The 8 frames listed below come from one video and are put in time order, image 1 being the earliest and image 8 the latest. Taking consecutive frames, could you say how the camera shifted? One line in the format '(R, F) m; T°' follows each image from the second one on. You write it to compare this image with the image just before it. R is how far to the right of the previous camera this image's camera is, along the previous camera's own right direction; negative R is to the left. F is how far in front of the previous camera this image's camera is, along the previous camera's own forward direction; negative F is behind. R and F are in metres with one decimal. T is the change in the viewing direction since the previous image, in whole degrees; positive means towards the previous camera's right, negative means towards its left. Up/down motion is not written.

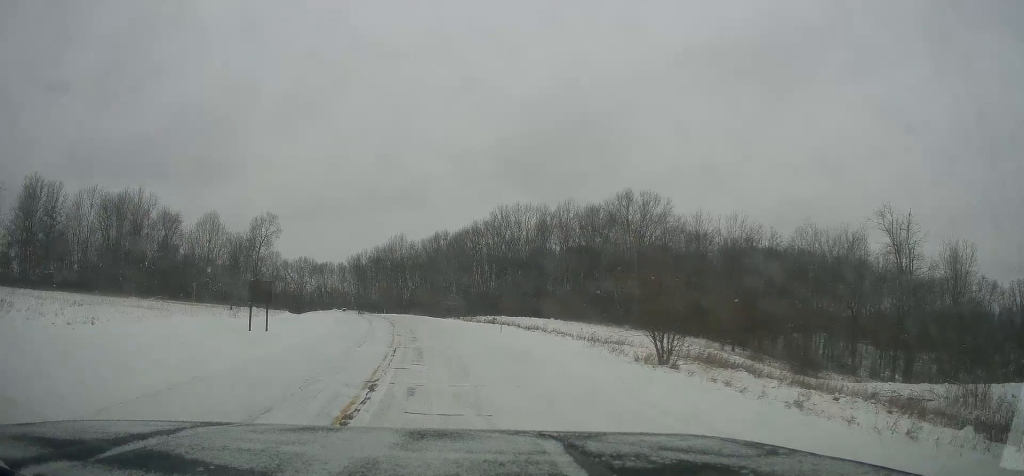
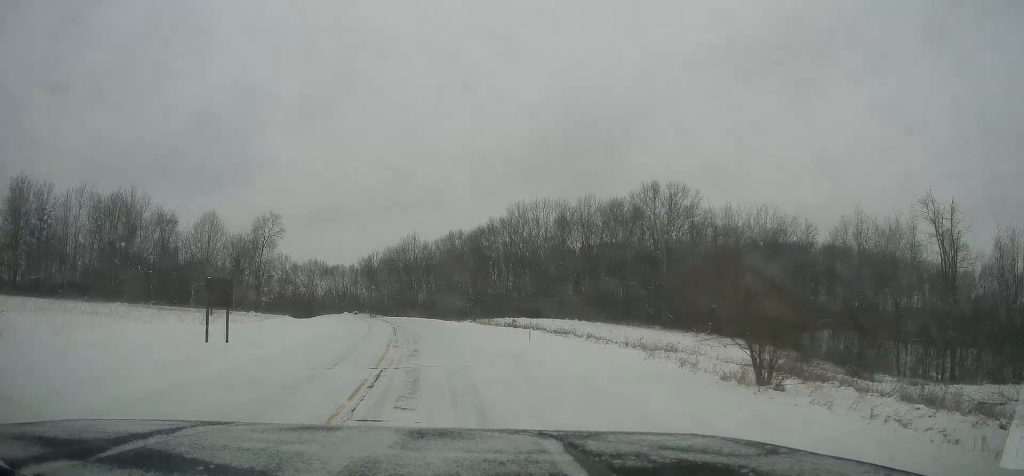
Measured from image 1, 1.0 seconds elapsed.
(+0.2, +6.1) m; +1°
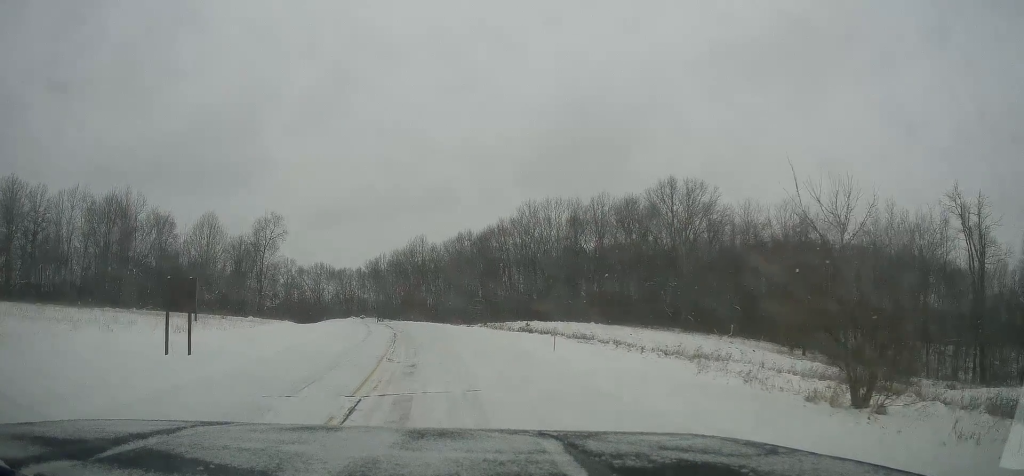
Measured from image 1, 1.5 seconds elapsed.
(+0.1, +3.7) m; -2°
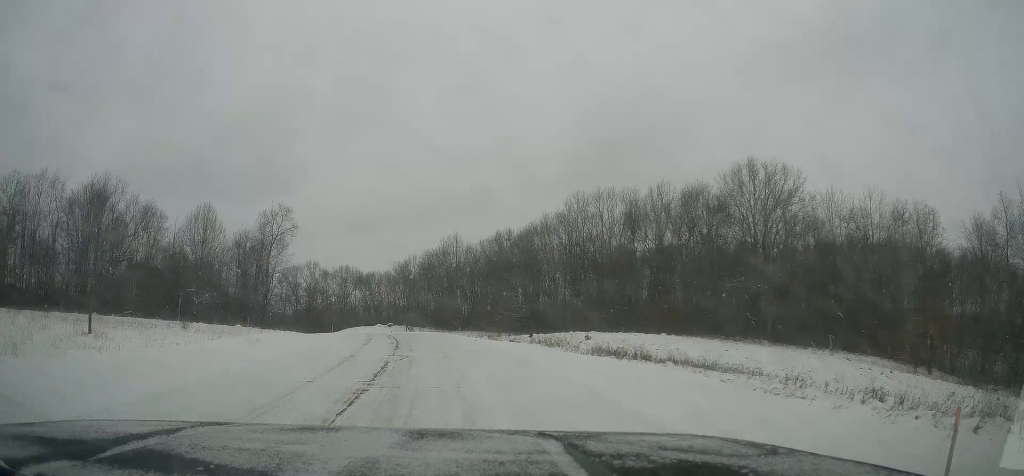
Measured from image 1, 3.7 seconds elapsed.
(-0.1, +14.3) m; -4°
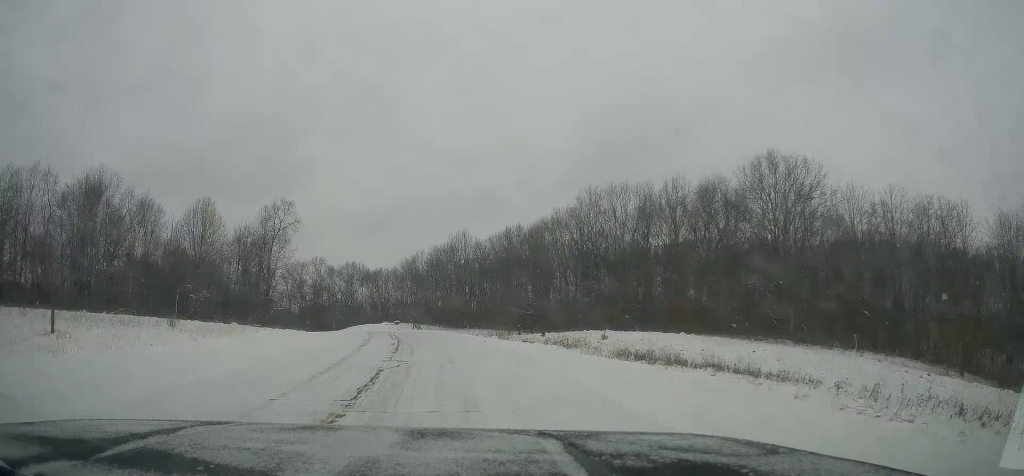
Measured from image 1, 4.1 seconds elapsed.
(-0.3, +3.0) m; -5°
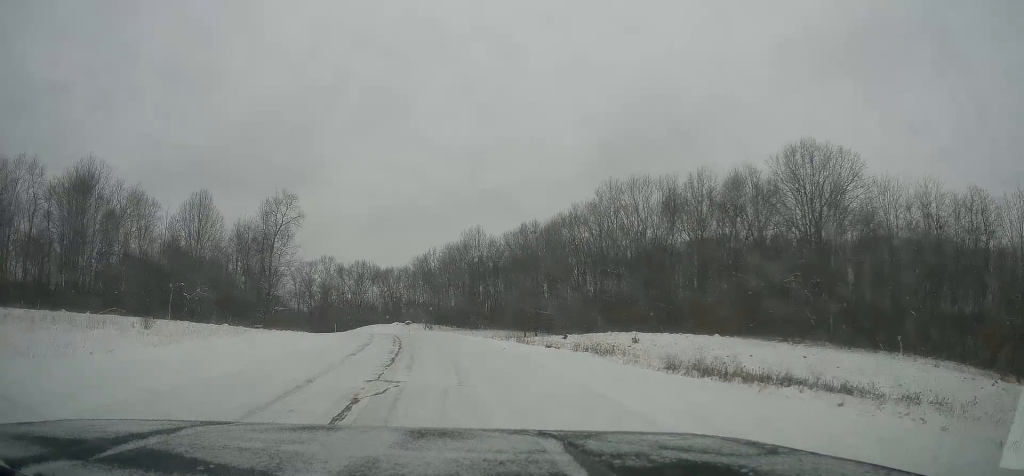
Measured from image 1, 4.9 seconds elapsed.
(-0.4, +5.0) m; -4°
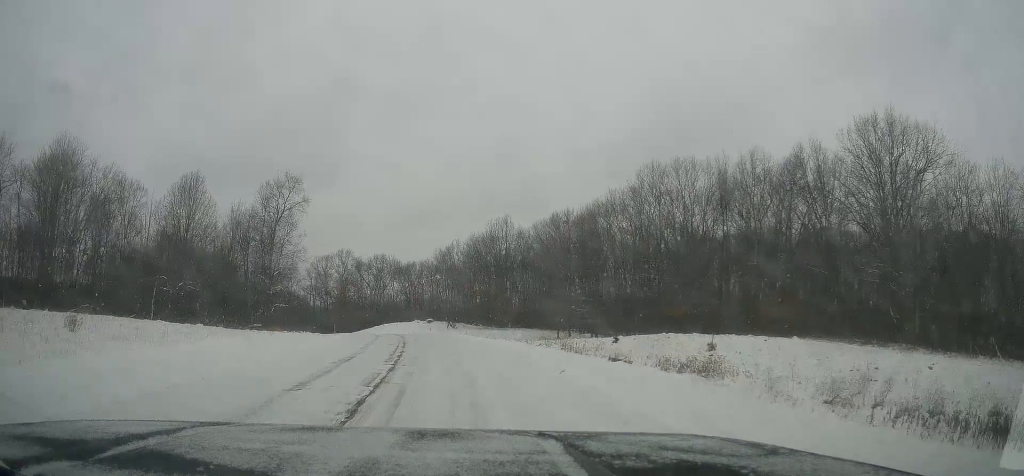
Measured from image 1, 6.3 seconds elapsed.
(+0.4, +9.2) m; +3°
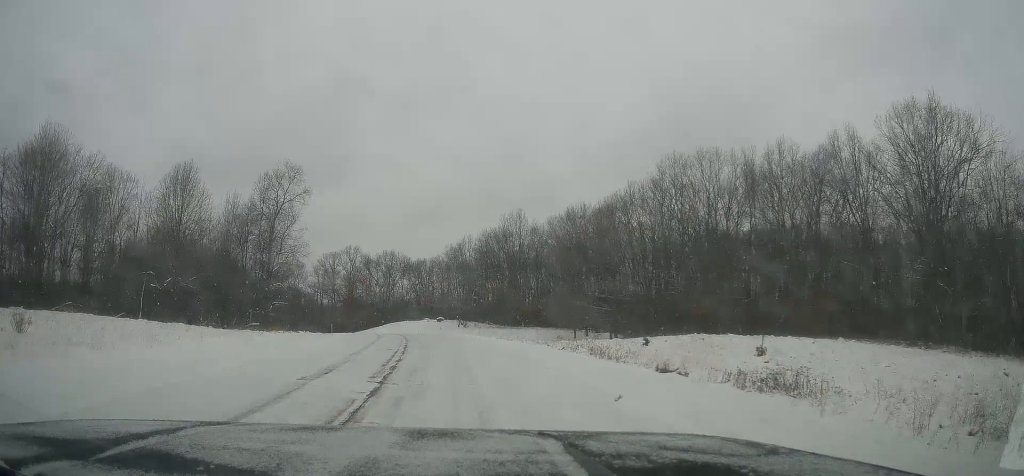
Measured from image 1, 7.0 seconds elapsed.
(-0.1, +4.4) m; -2°
